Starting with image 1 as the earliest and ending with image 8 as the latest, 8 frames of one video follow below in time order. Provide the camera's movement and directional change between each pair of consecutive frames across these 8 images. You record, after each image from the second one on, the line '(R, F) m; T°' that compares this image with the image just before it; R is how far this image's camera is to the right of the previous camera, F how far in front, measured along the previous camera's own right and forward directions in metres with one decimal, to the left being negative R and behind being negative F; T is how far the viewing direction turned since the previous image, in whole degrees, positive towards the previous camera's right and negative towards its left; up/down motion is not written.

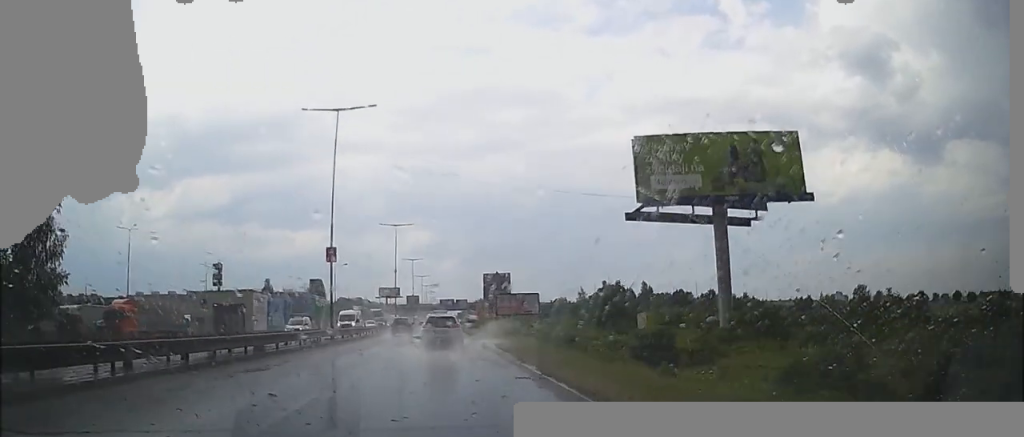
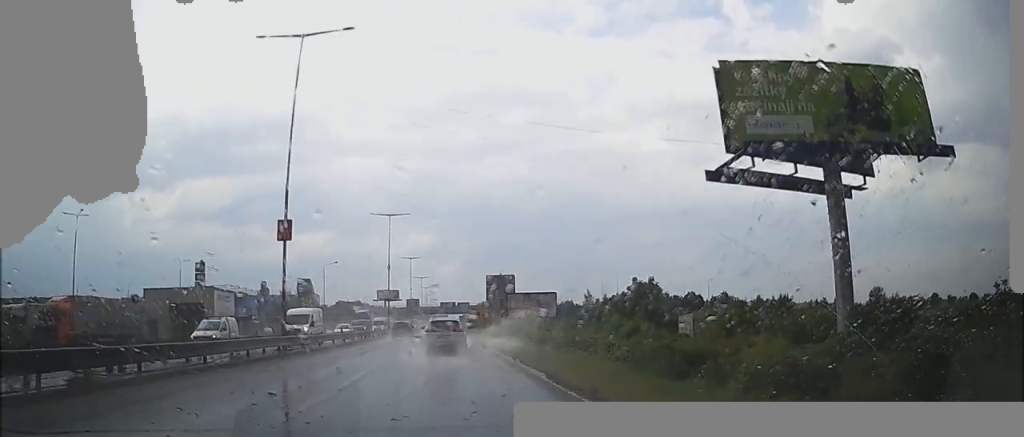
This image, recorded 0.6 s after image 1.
(-0.1, +12.0) m; +1°
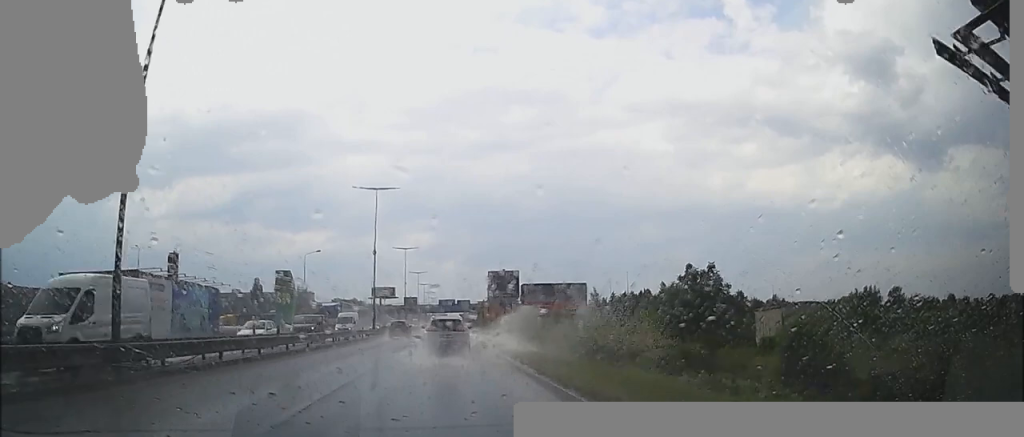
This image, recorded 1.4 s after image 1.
(+0.3, +14.8) m; +3°
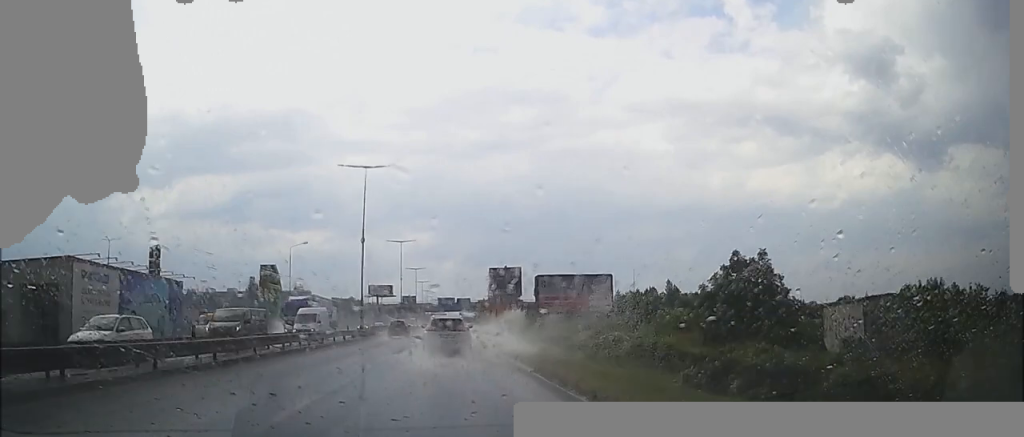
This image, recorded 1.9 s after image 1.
(+0.3, +8.5) m; 0°
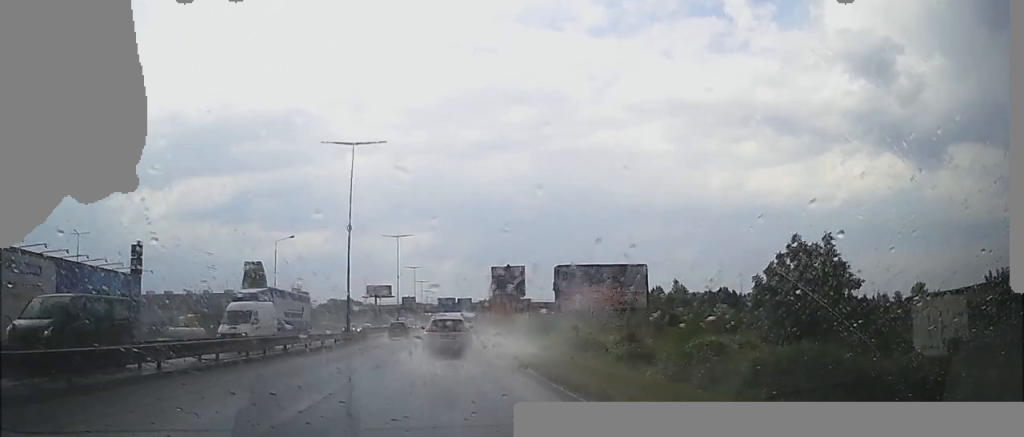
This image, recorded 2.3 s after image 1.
(+0.3, +7.9) m; 0°
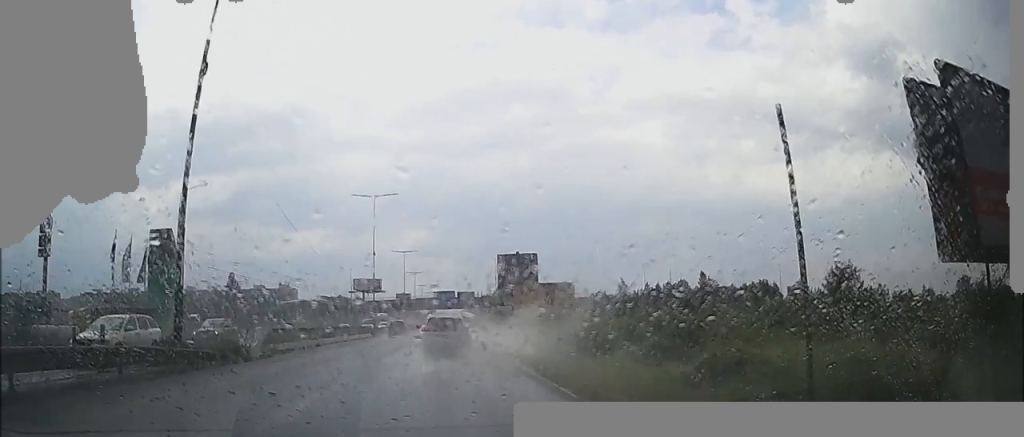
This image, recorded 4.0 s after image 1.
(-1.0, +30.4) m; -1°
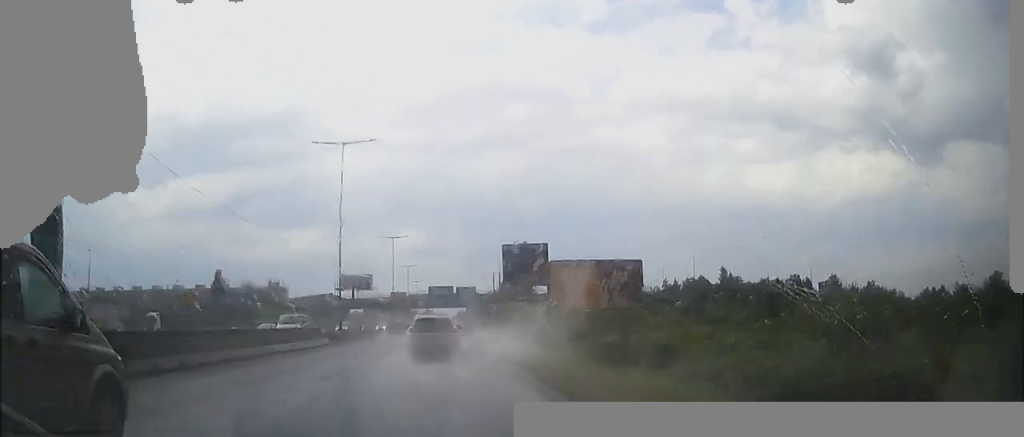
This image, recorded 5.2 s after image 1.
(+0.6, +20.2) m; 0°
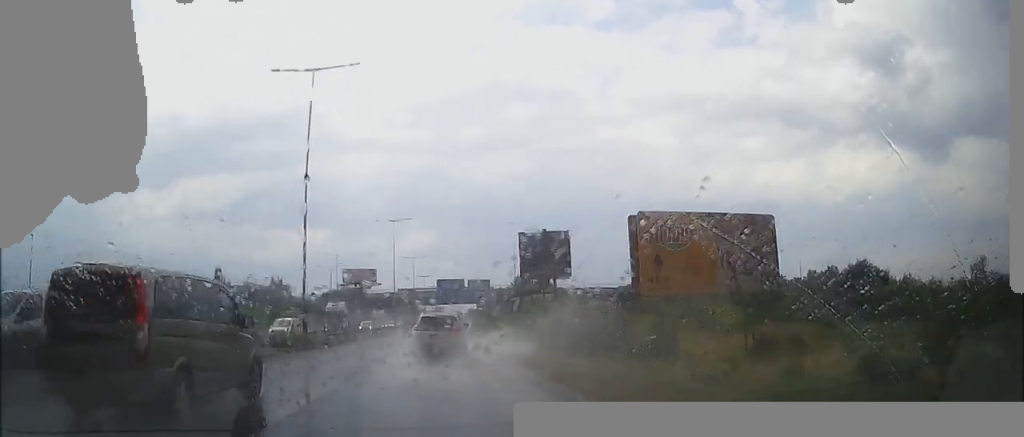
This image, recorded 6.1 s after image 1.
(-0.6, +14.5) m; 0°
